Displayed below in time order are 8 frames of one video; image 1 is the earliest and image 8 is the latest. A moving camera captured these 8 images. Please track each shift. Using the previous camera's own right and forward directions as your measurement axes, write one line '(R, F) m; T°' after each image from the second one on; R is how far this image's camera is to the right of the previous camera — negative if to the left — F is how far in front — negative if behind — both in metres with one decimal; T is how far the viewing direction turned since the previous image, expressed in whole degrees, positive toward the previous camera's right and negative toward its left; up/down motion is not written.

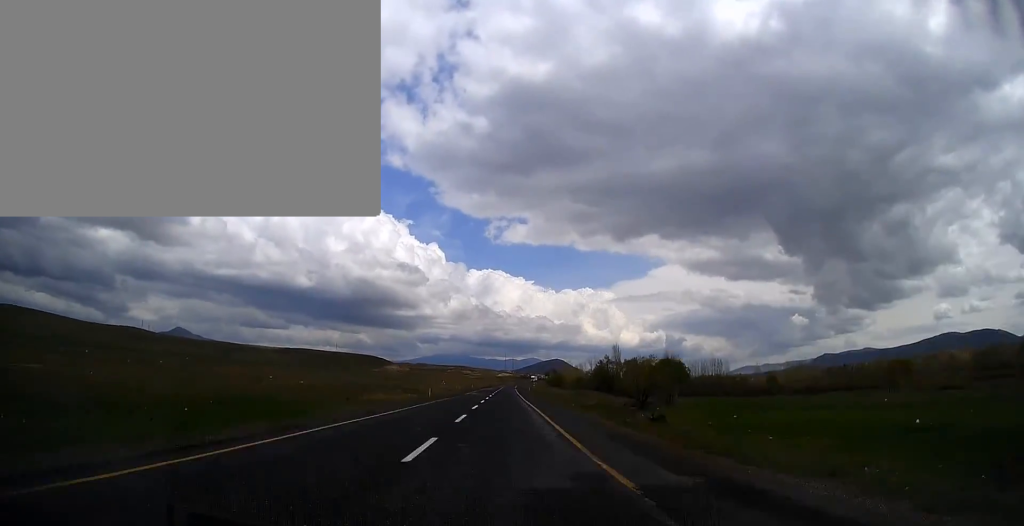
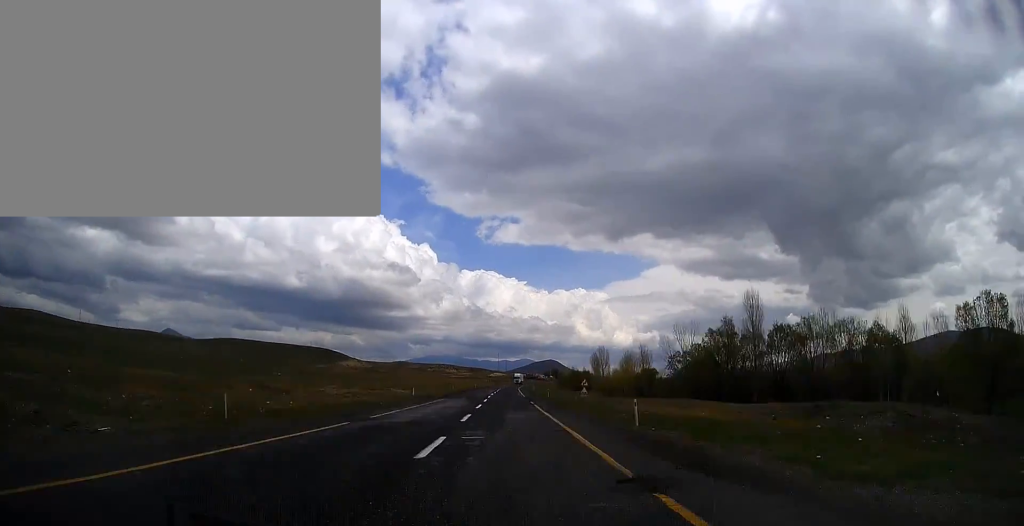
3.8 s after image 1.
(+0.9, +100.8) m; +2°
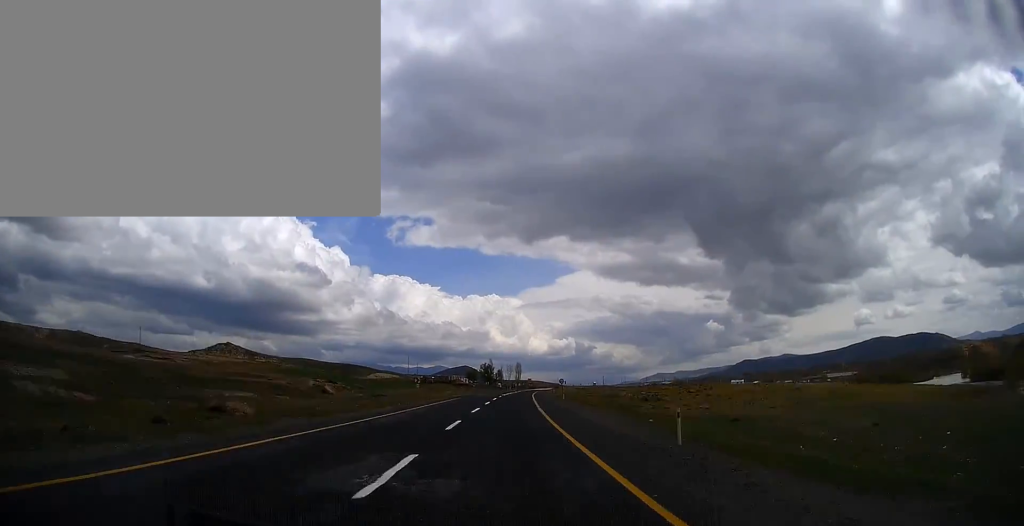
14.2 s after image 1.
(+15.8, +277.5) m; +9°
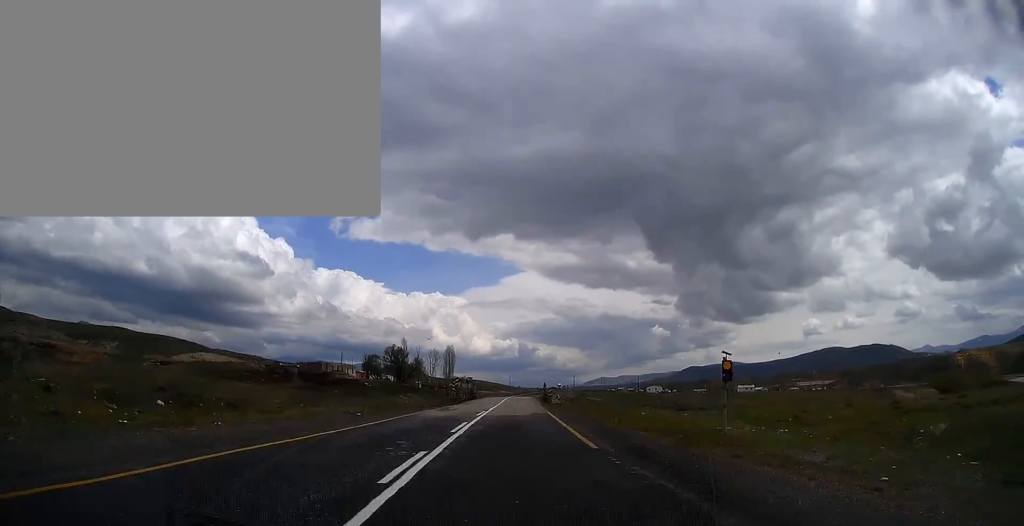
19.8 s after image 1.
(+7.8, +150.0) m; +6°
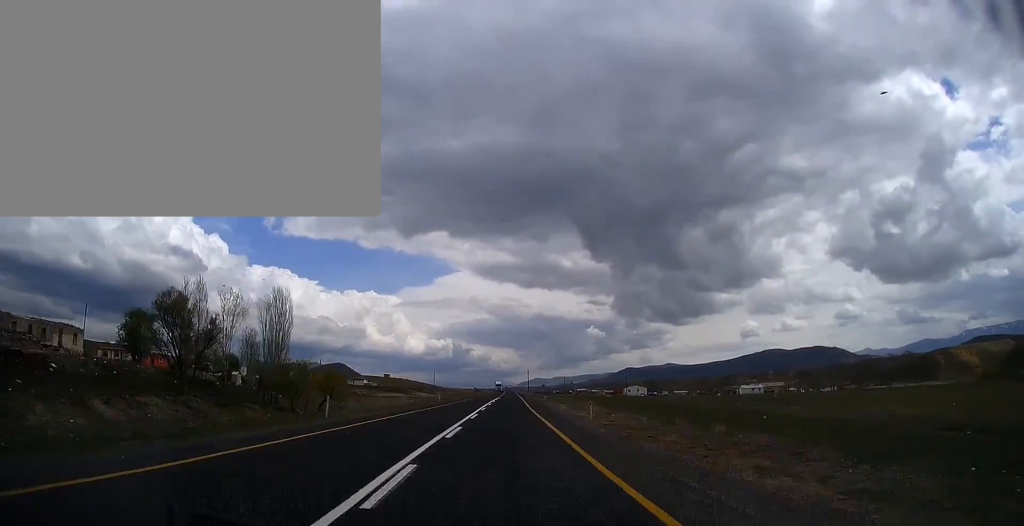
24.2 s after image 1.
(+6.0, +118.1) m; +3°
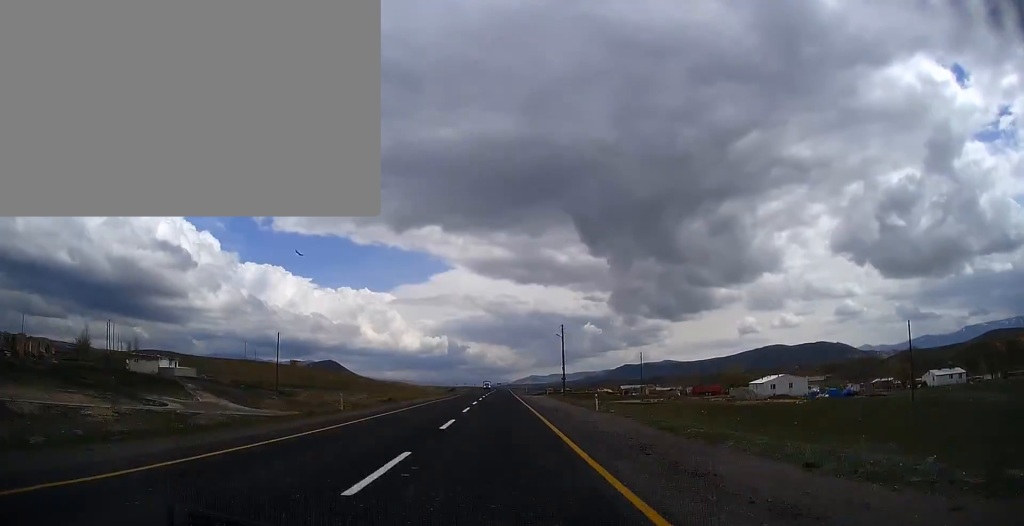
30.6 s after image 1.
(+3.0, +172.6) m; 0°
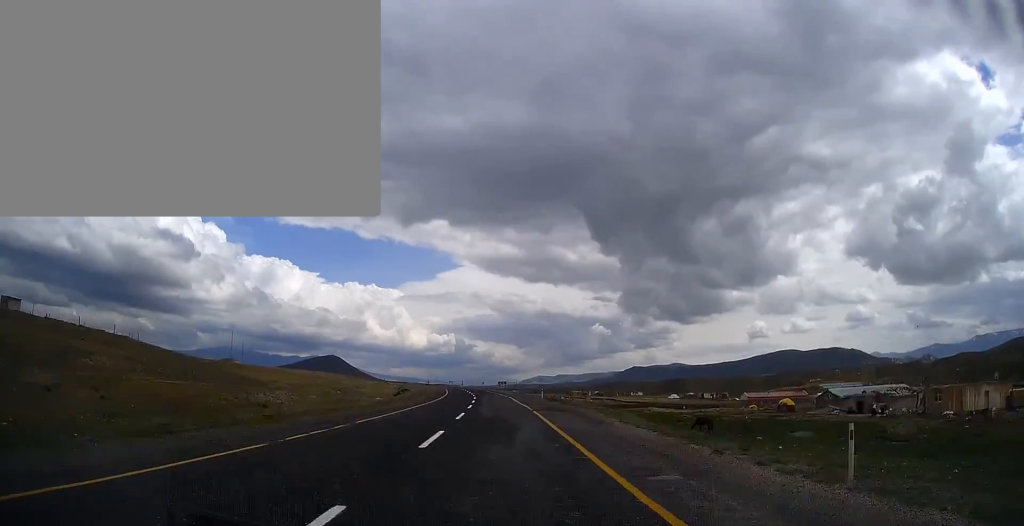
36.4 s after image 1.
(-2.1, +156.4) m; -4°
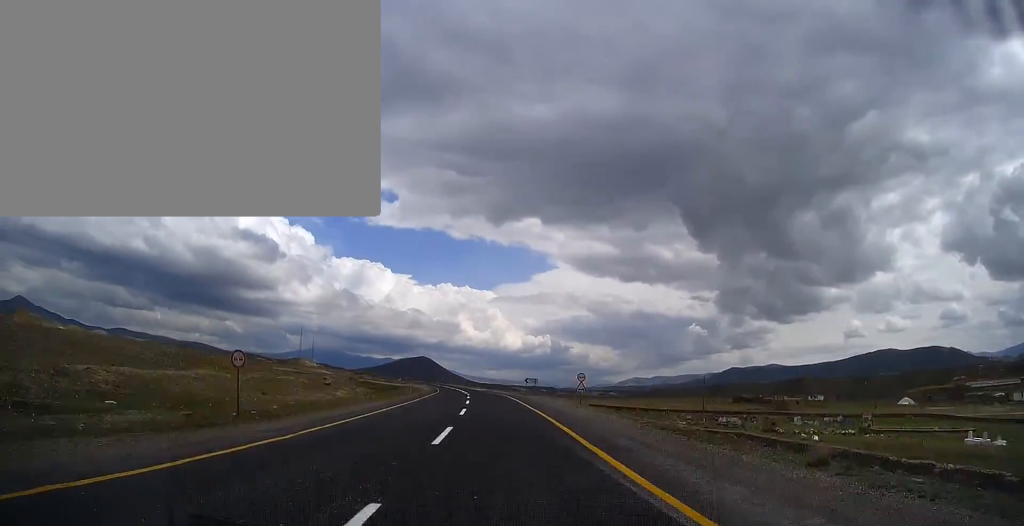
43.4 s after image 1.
(-12.1, +188.1) m; -9°
